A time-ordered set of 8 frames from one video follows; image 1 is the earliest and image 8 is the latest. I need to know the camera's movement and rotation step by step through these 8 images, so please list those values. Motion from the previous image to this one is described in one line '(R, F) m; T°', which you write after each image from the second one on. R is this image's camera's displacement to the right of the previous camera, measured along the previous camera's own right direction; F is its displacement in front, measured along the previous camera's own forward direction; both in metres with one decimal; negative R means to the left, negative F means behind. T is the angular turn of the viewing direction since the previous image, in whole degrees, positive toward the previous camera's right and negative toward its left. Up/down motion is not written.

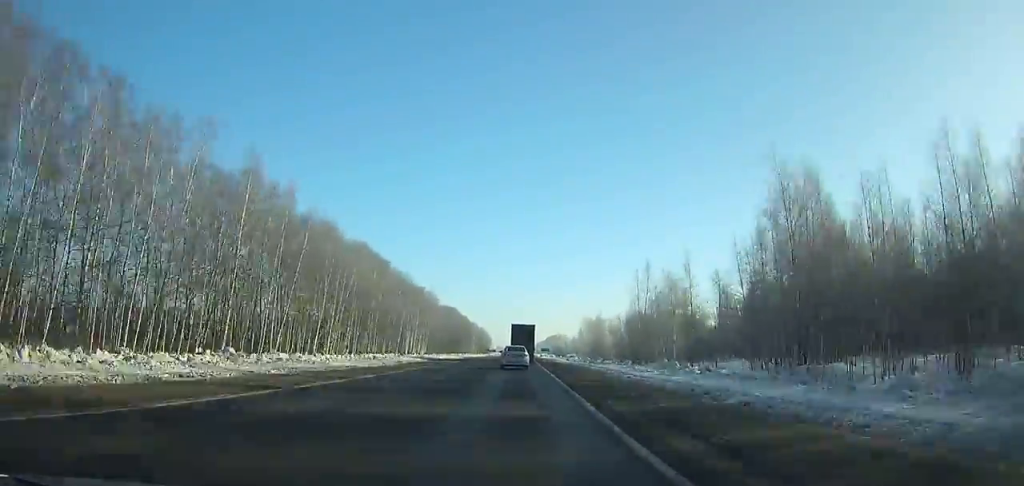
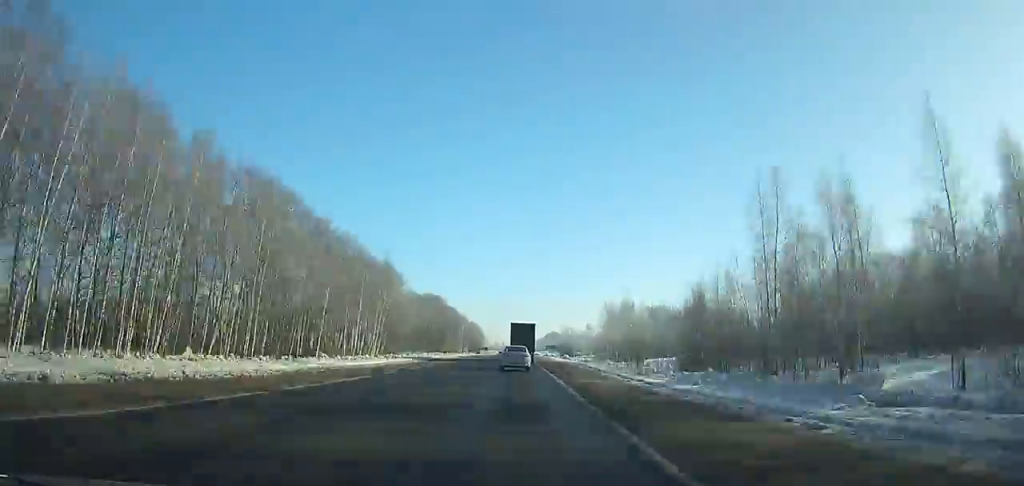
(+0.1, +50.8) m; 0°
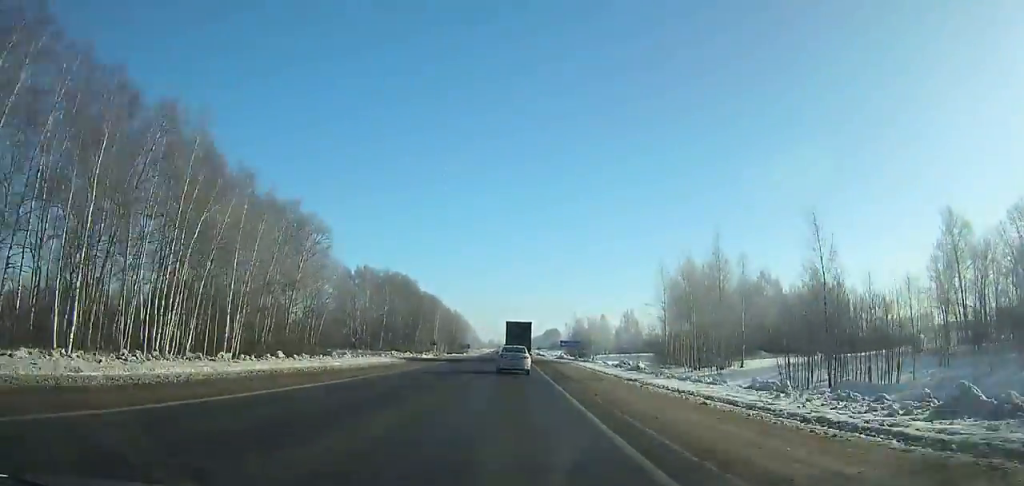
(-0.1, +63.9) m; 0°
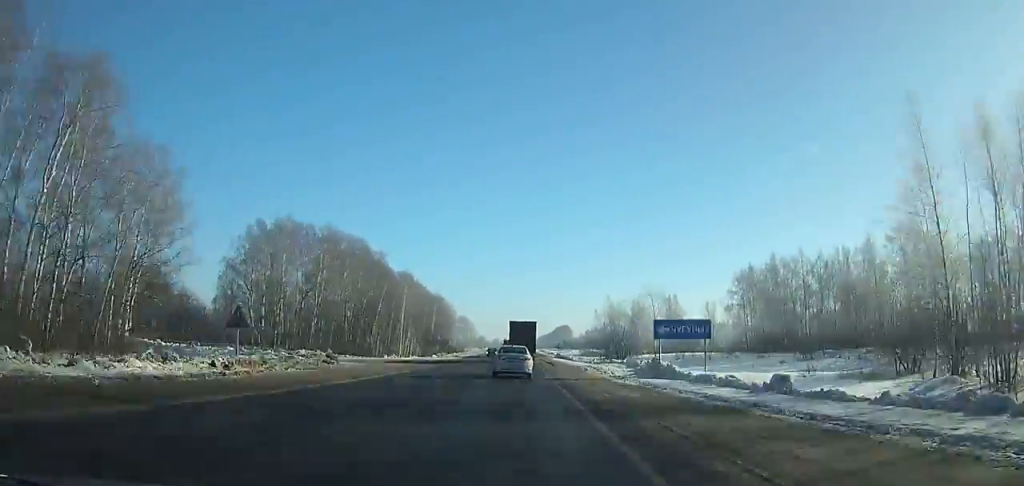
(-0.2, +59.3) m; 0°
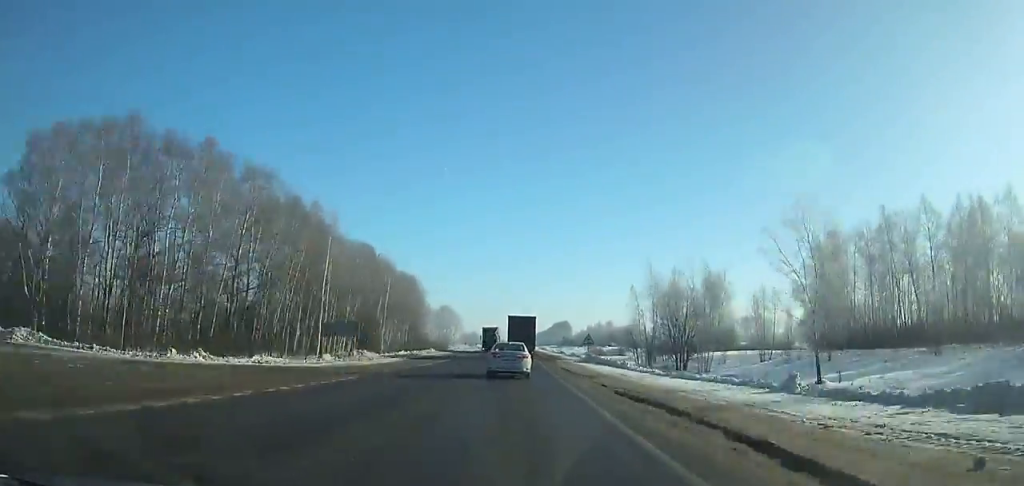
(0.0, +45.9) m; 0°
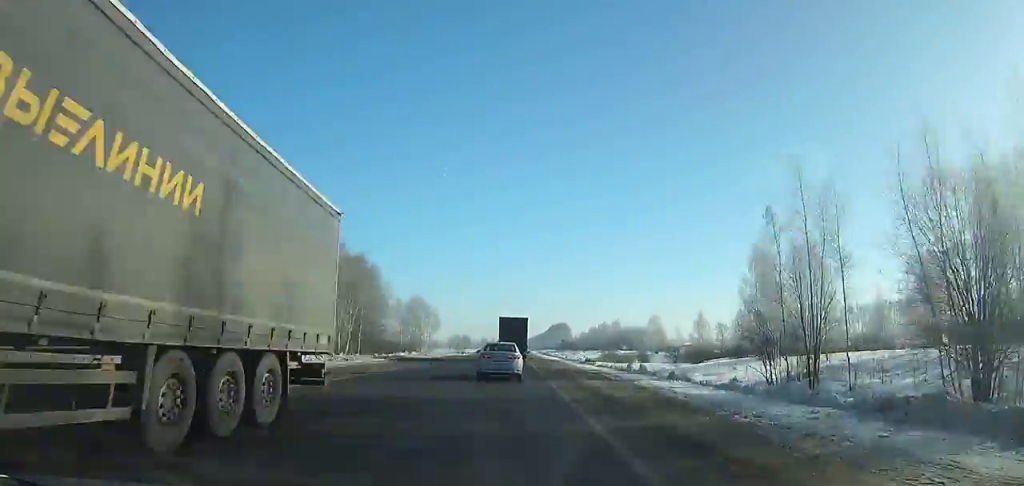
(+0.4, +49.8) m; 0°
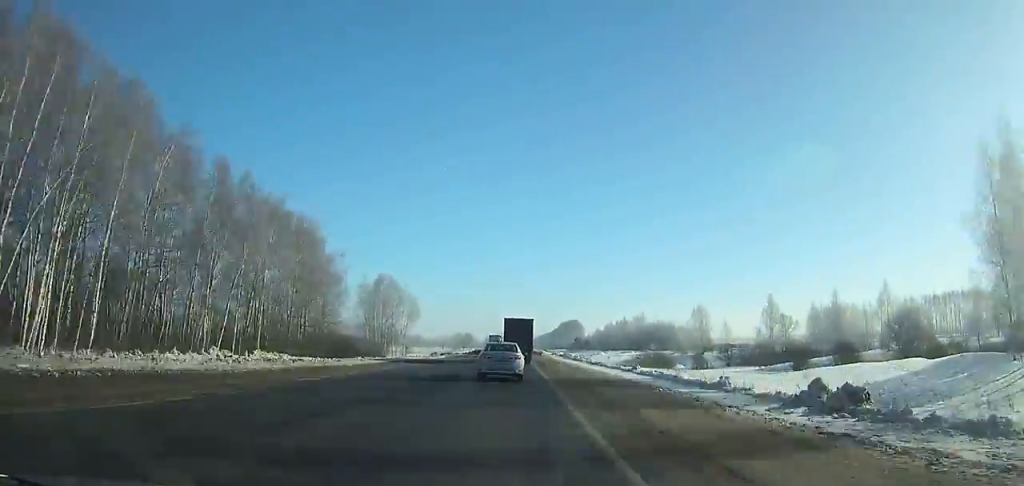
(-0.2, +47.2) m; 0°
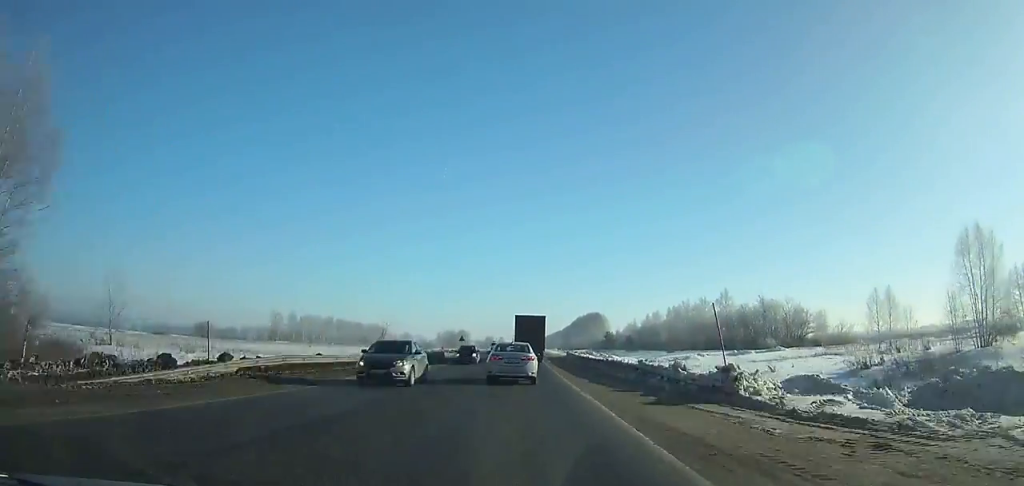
(-0.7, +107.9) m; 0°
